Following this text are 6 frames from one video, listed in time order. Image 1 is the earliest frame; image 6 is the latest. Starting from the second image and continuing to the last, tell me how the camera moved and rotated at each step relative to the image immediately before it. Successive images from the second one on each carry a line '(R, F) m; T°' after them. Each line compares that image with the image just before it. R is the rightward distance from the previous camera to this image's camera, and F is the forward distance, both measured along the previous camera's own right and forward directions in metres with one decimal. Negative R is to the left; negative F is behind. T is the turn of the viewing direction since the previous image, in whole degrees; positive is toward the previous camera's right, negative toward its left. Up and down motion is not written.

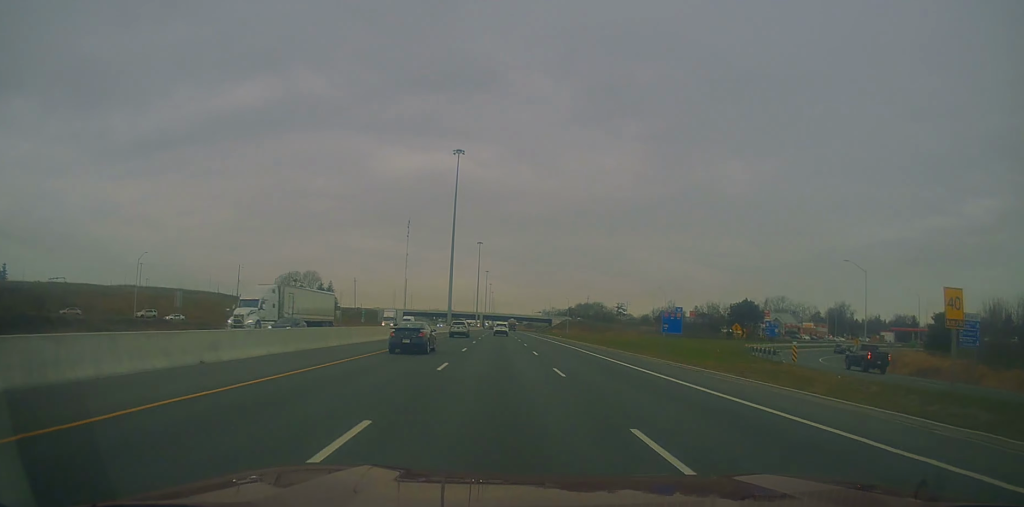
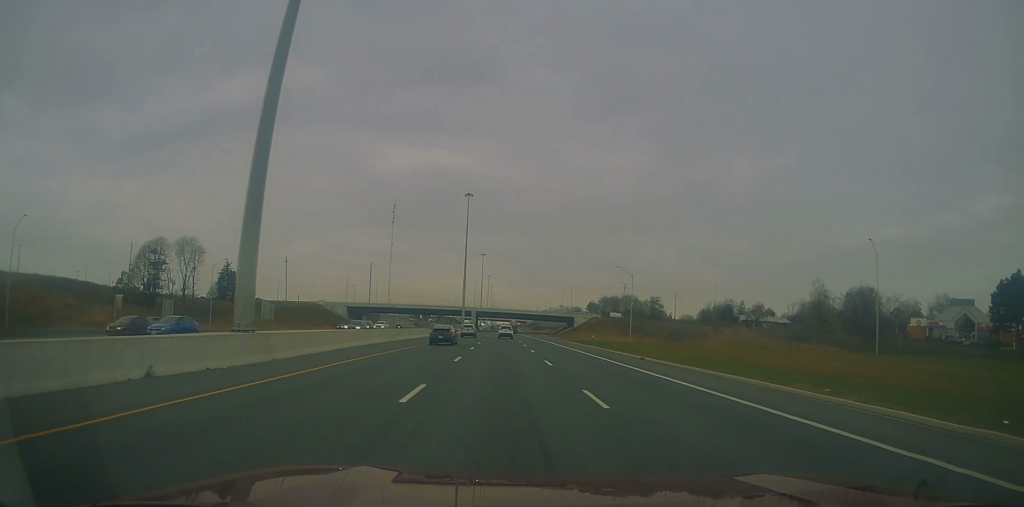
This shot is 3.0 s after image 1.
(+0.5, +92.5) m; 0°
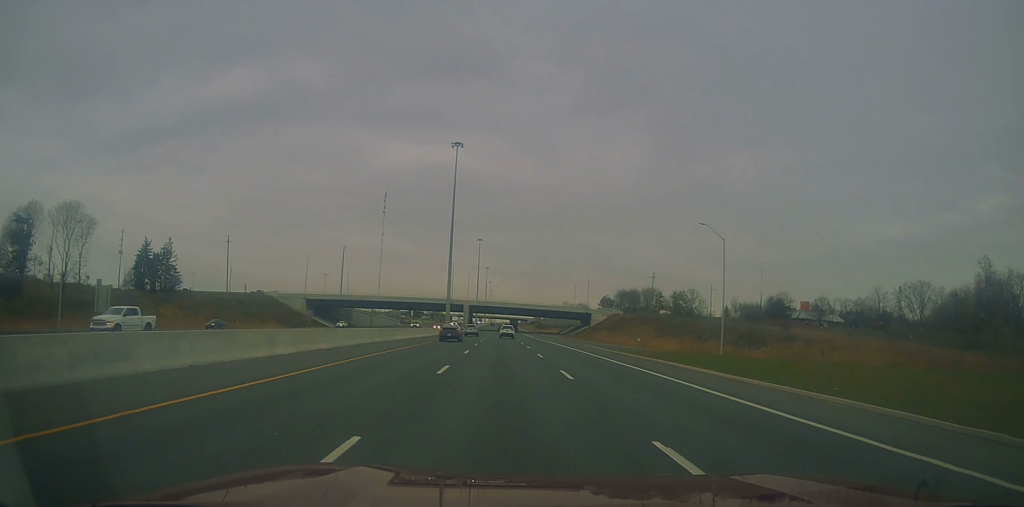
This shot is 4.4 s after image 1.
(0.0, +42.9) m; 0°
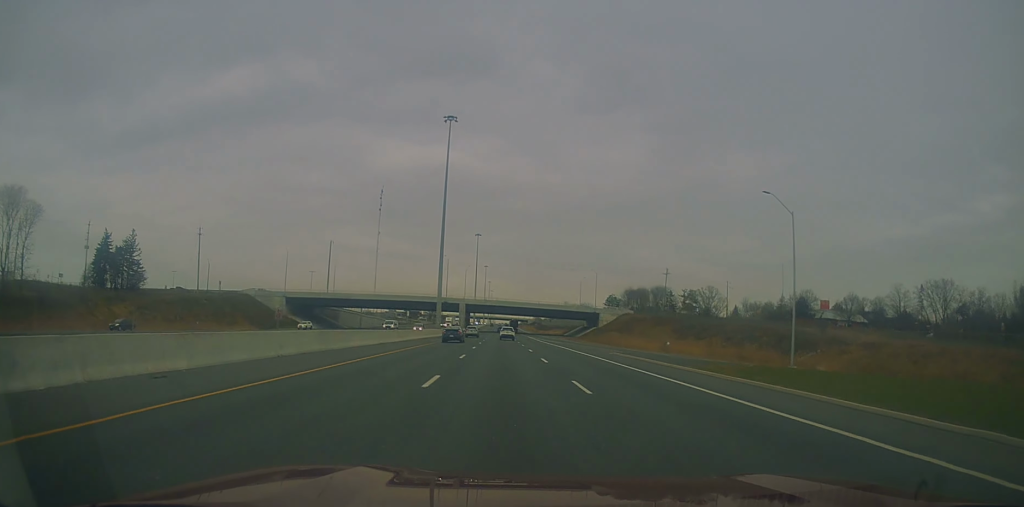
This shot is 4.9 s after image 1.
(0.0, +15.4) m; 0°
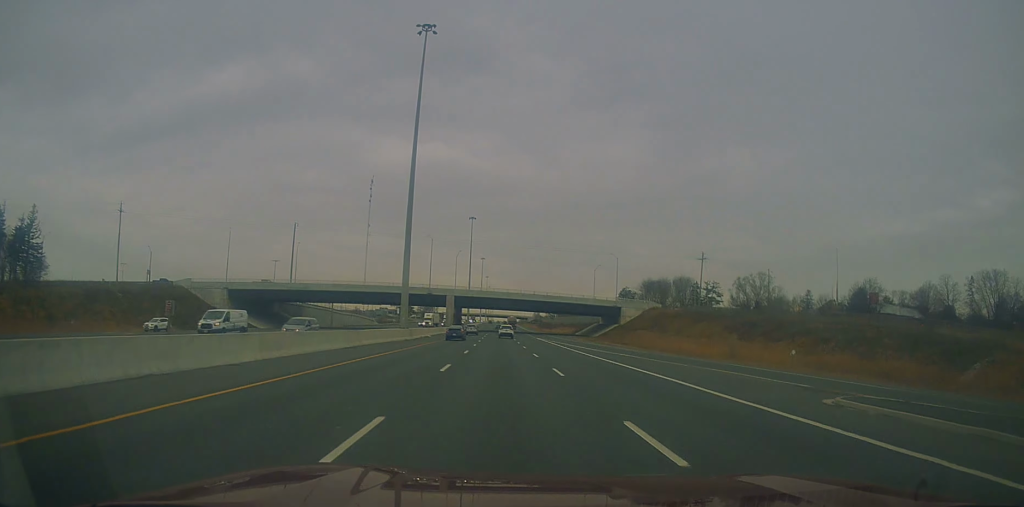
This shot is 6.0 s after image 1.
(0.0, +32.0) m; 0°
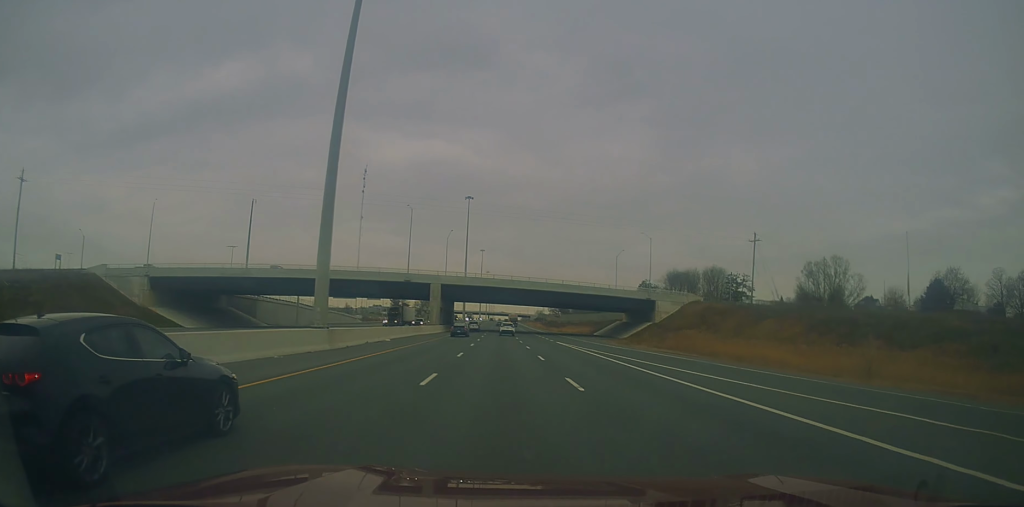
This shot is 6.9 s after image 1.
(+0.2, +29.0) m; +1°
